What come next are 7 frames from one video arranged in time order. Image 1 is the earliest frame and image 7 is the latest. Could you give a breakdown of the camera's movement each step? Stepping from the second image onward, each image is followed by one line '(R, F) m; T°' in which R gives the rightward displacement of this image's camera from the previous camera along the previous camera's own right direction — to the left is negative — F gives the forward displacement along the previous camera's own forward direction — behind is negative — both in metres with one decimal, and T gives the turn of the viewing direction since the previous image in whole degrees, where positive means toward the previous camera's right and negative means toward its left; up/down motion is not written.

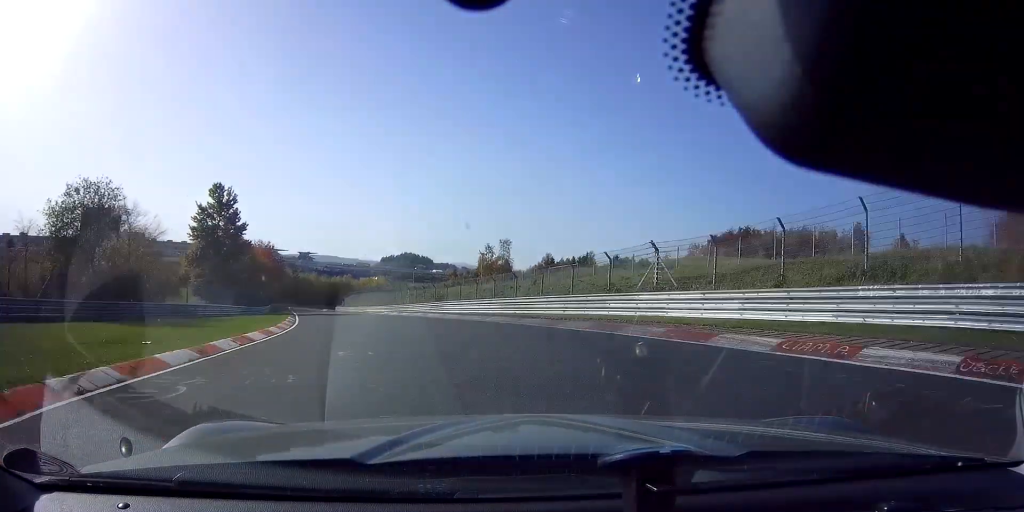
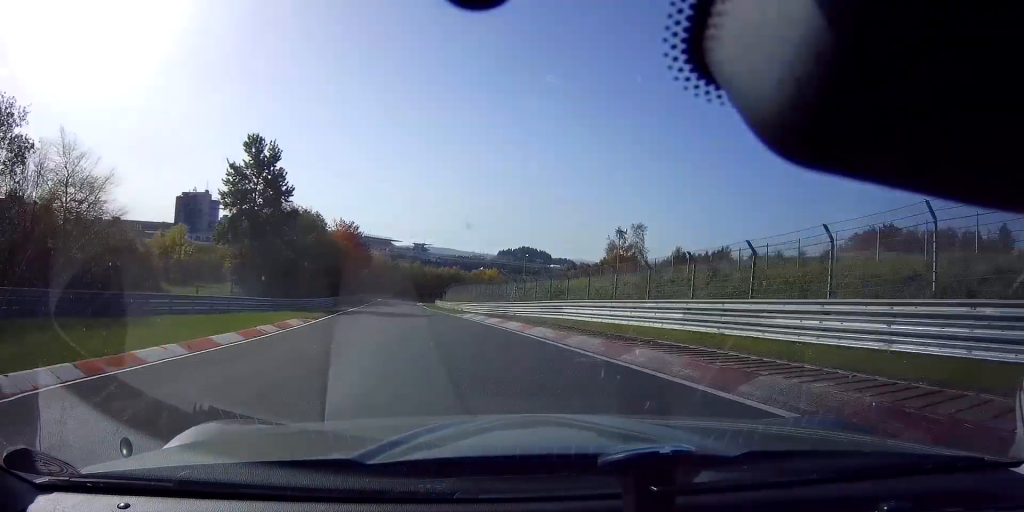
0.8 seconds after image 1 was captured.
(-2.1, +17.9) m; -11°
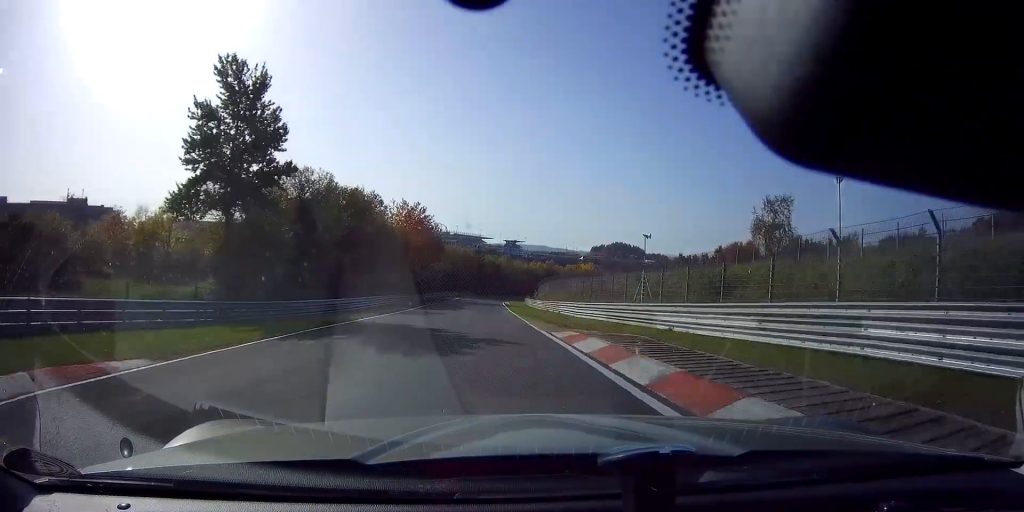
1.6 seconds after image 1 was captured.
(-1.3, +19.0) m; -6°
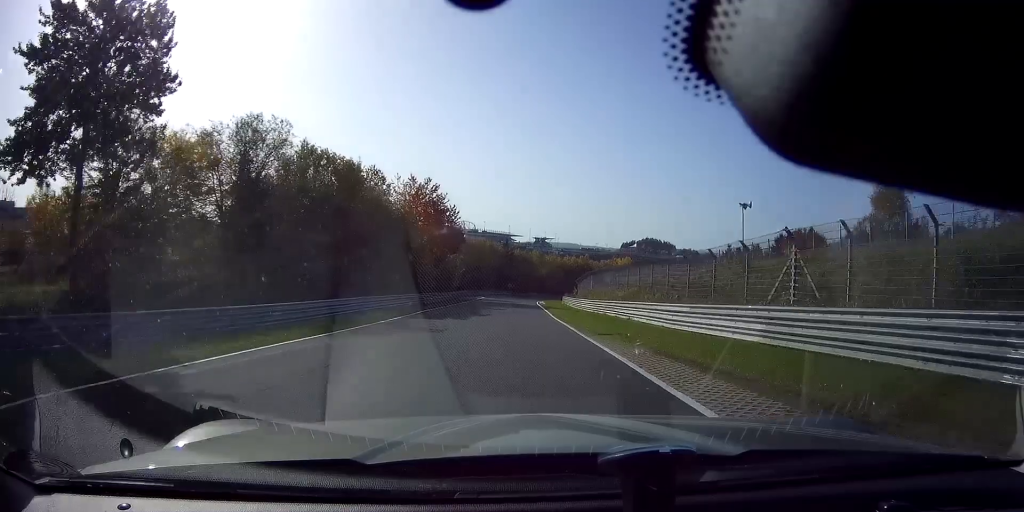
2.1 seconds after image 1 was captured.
(-0.7, +15.4) m; -2°
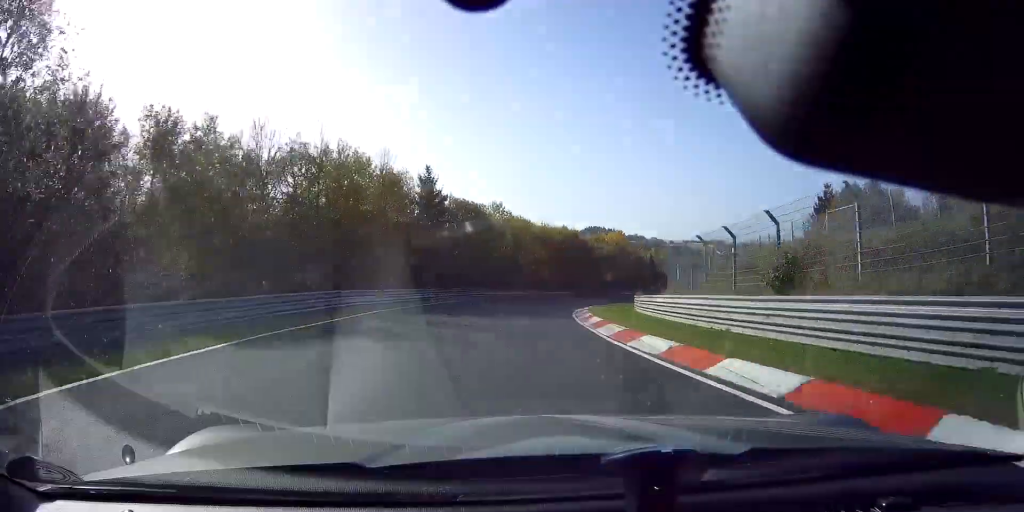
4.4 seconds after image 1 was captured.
(+0.6, +66.9) m; +7°
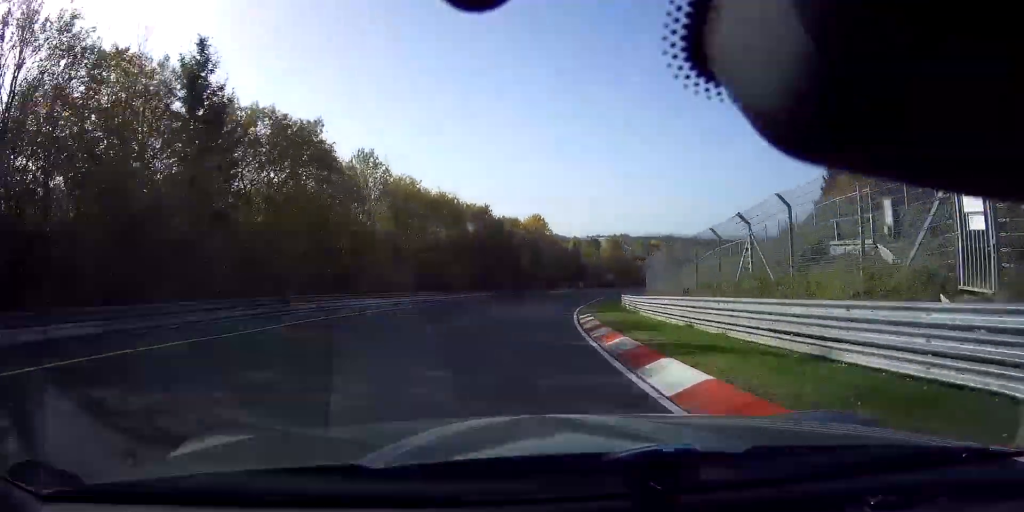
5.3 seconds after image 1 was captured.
(+2.3, +27.6) m; +9°
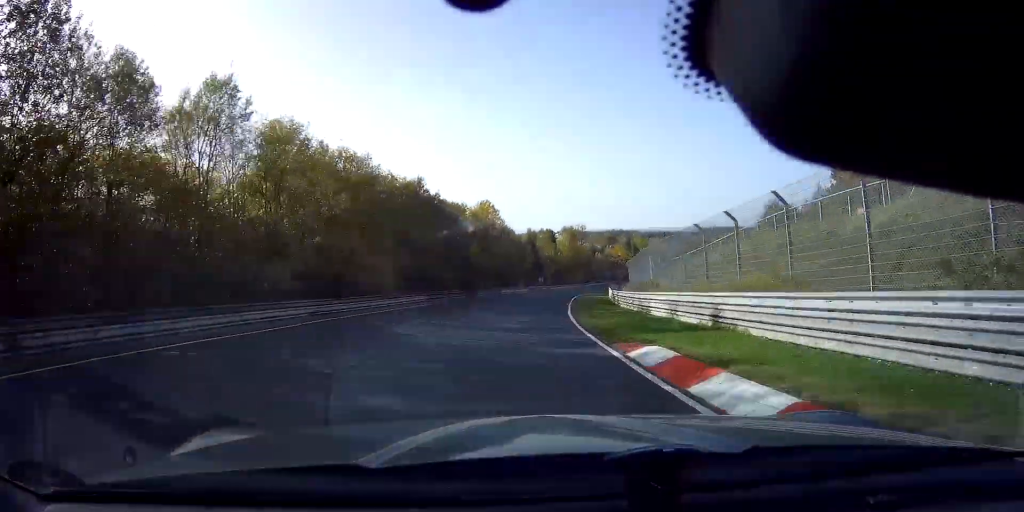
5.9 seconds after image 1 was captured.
(+1.3, +16.7) m; +5°
